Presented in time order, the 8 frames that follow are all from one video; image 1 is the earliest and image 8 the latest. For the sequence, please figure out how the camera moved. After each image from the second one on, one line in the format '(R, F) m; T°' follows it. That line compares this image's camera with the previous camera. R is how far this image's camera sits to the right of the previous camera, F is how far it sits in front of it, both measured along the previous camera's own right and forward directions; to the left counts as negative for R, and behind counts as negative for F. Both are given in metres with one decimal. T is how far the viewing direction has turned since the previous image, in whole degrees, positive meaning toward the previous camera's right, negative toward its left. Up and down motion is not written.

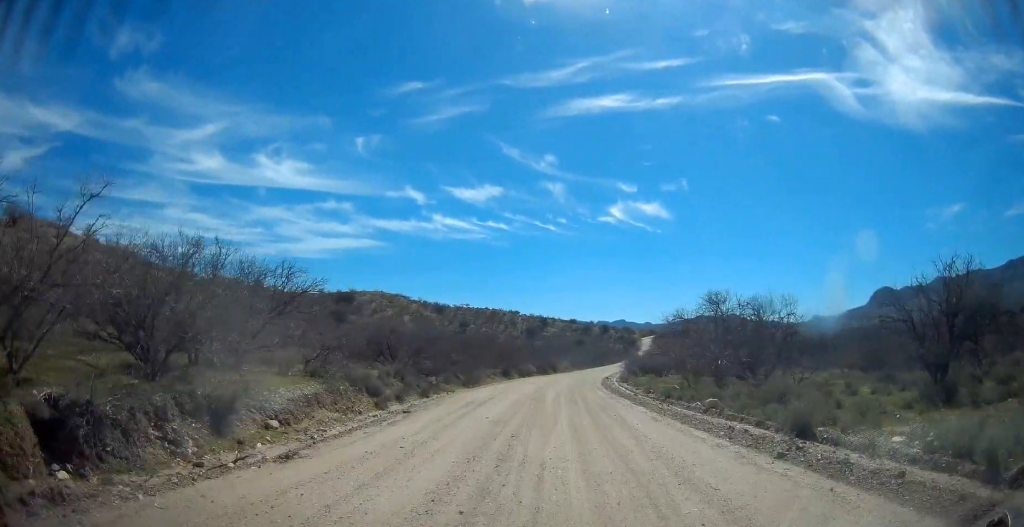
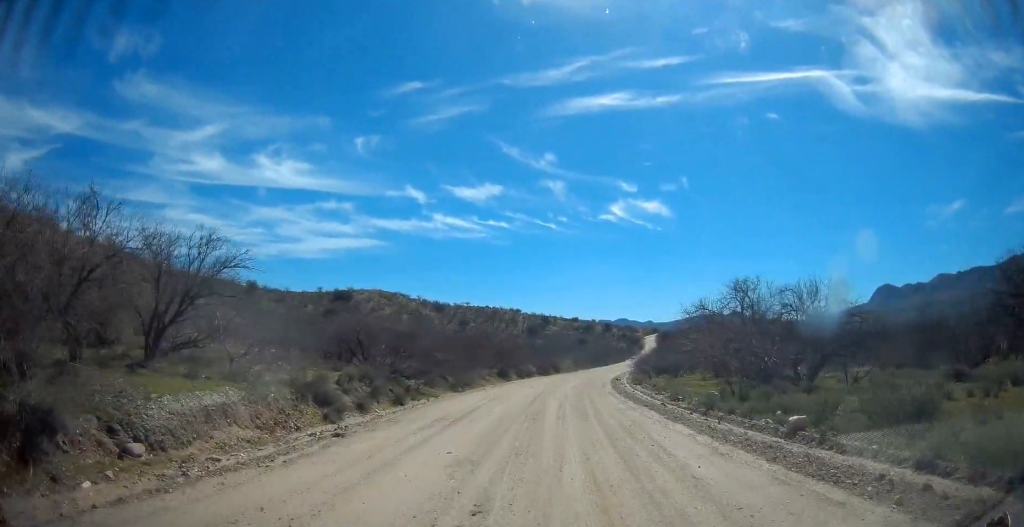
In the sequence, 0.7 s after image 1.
(-0.1, +5.4) m; 0°
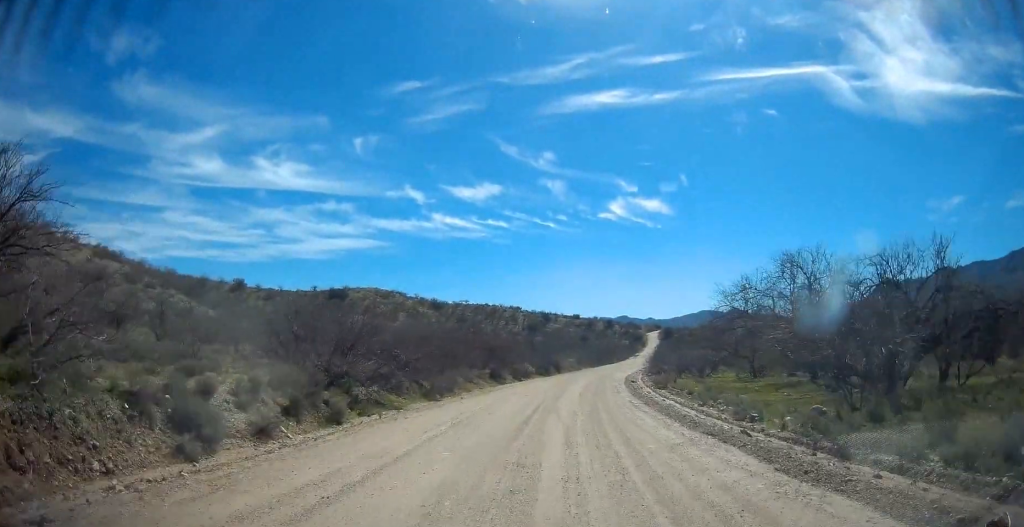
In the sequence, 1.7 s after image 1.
(+0.1, +7.5) m; +2°
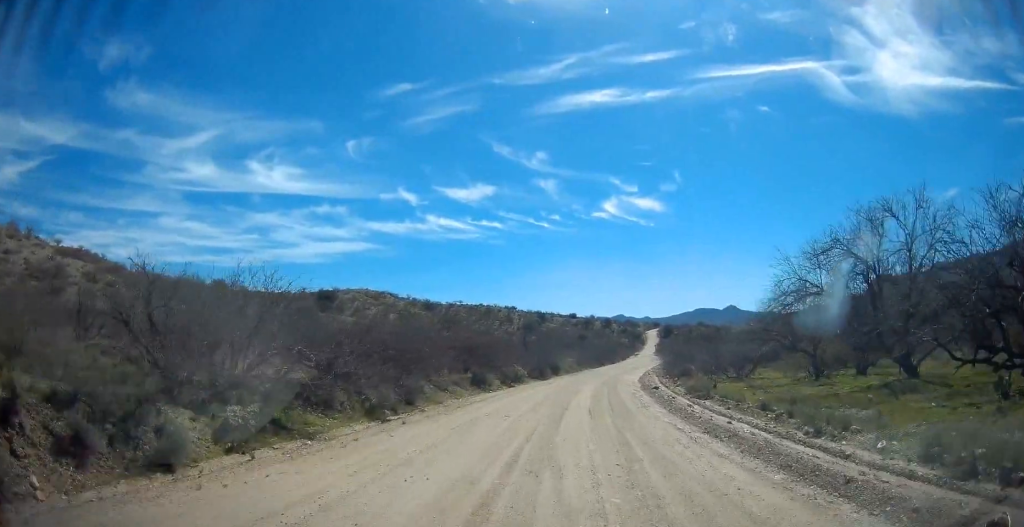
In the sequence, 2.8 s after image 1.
(+0.1, +8.1) m; 0°
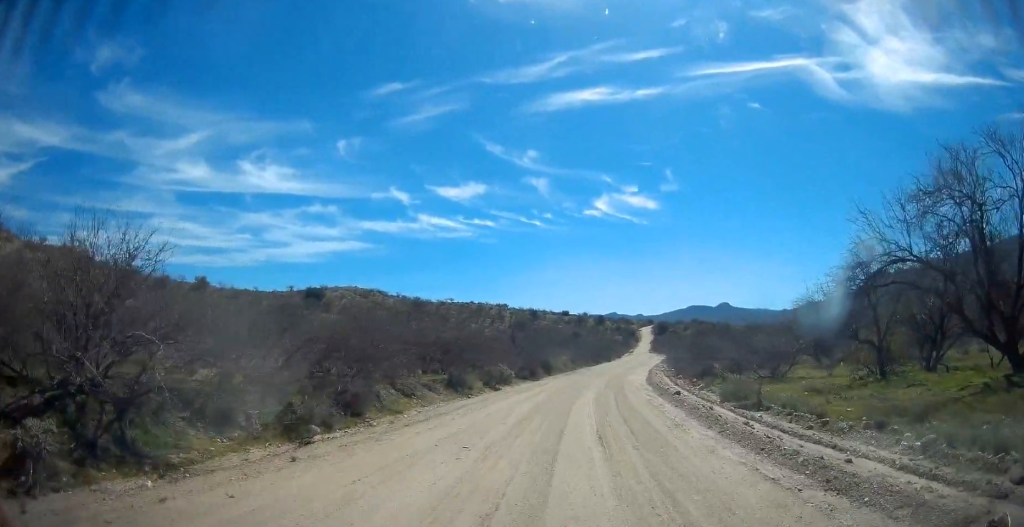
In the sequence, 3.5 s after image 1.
(-0.1, +5.6) m; 0°
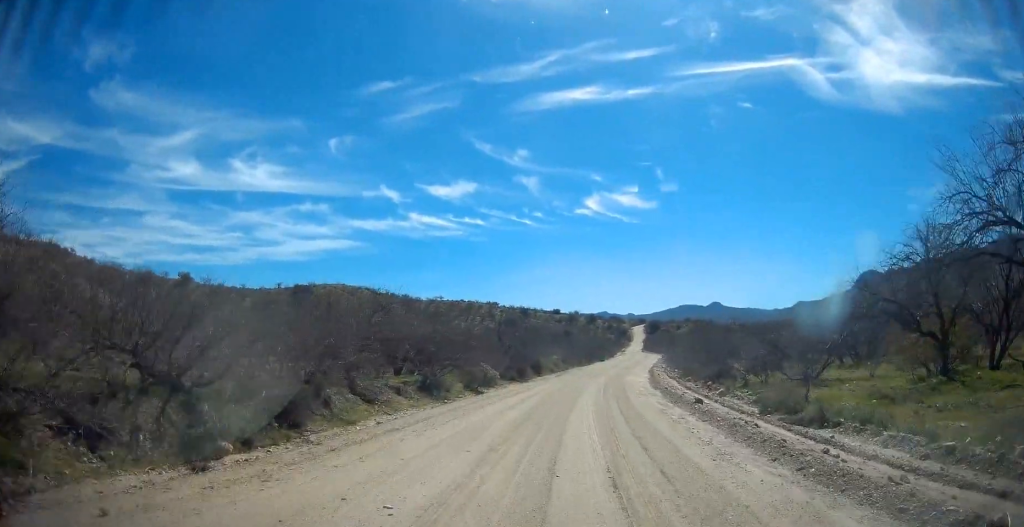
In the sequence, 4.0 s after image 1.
(+0.1, +3.9) m; +1°
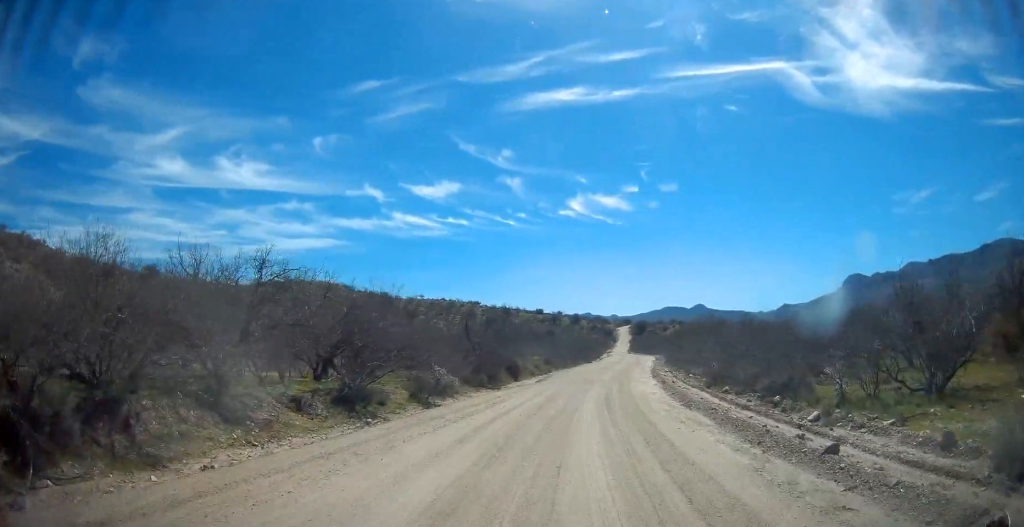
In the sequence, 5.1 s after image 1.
(+0.1, +8.0) m; +1°
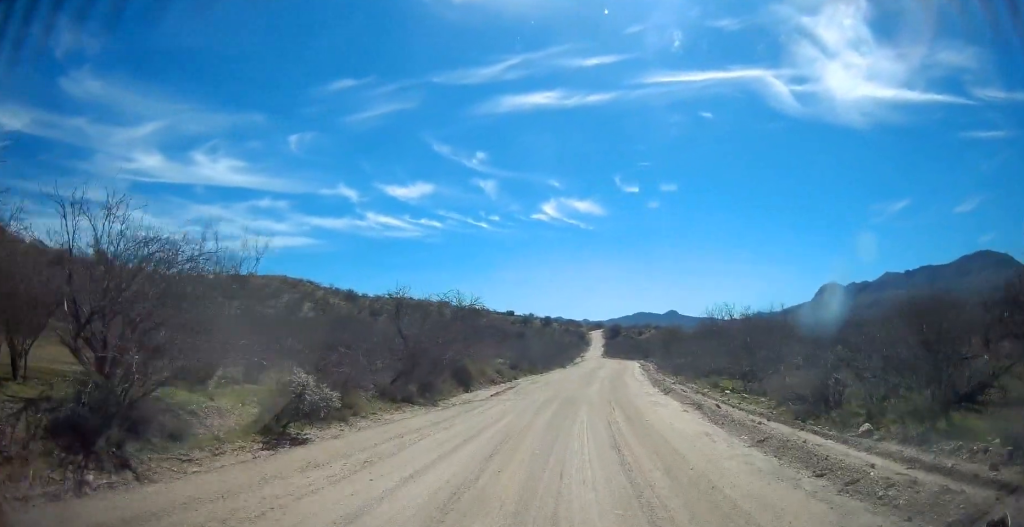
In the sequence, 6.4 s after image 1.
(+0.1, +10.2) m; +5°
